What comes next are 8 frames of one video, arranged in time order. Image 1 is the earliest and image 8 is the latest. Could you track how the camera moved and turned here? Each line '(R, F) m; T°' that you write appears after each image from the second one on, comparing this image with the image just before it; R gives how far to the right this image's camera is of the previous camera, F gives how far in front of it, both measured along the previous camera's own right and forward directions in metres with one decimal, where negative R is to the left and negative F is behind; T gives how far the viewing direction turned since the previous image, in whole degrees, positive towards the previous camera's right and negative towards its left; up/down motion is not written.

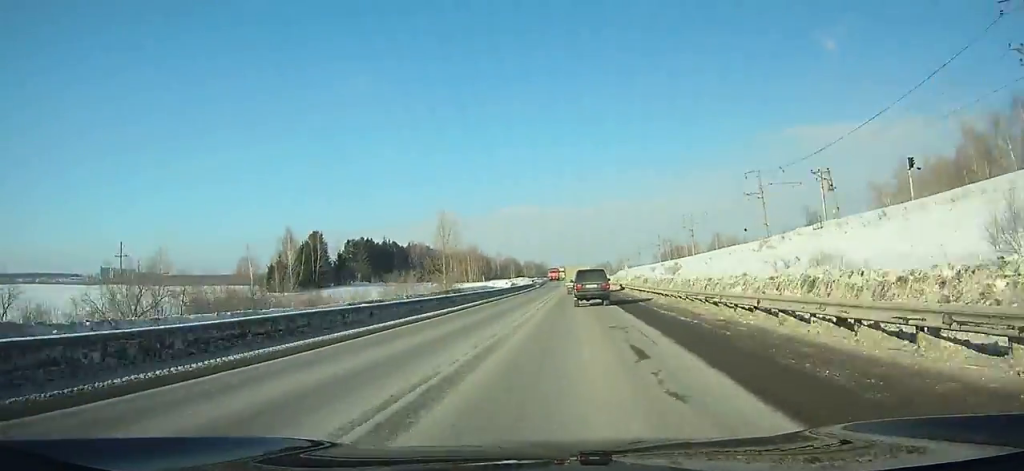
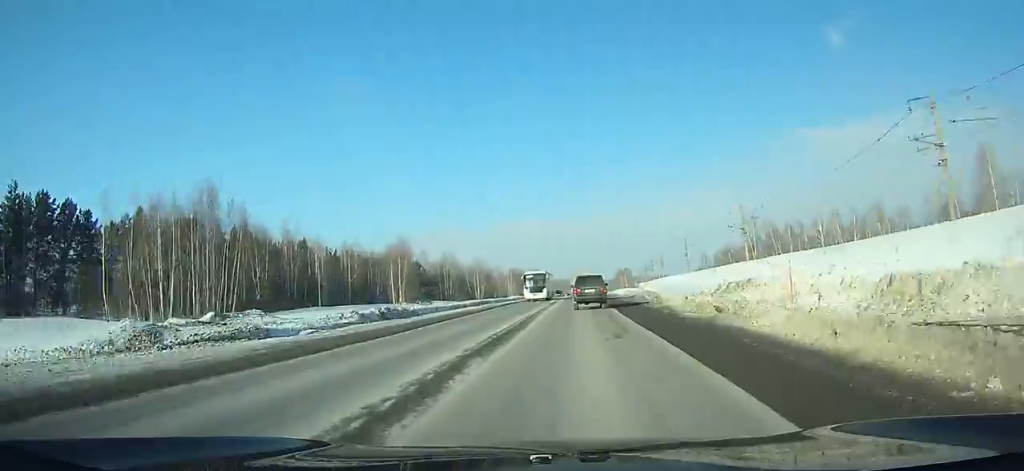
(-1.8, +146.2) m; -1°
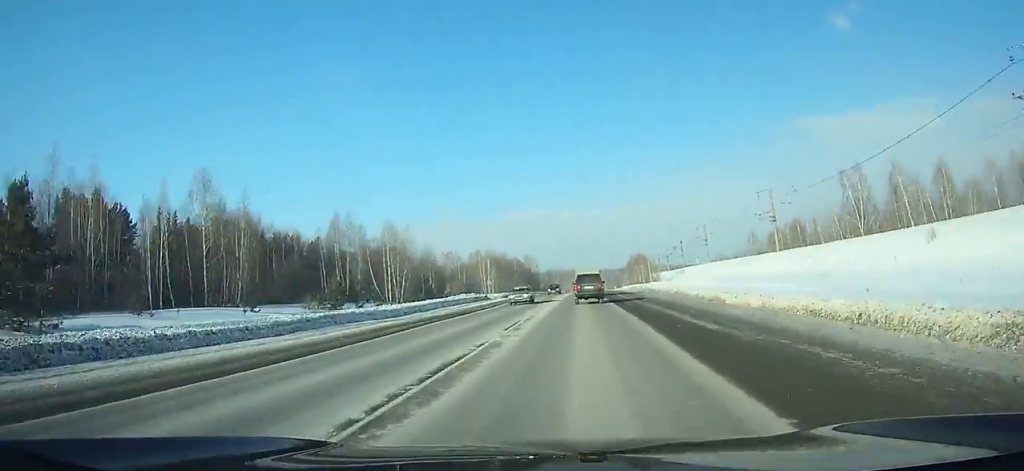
(-0.1, +68.1) m; 0°
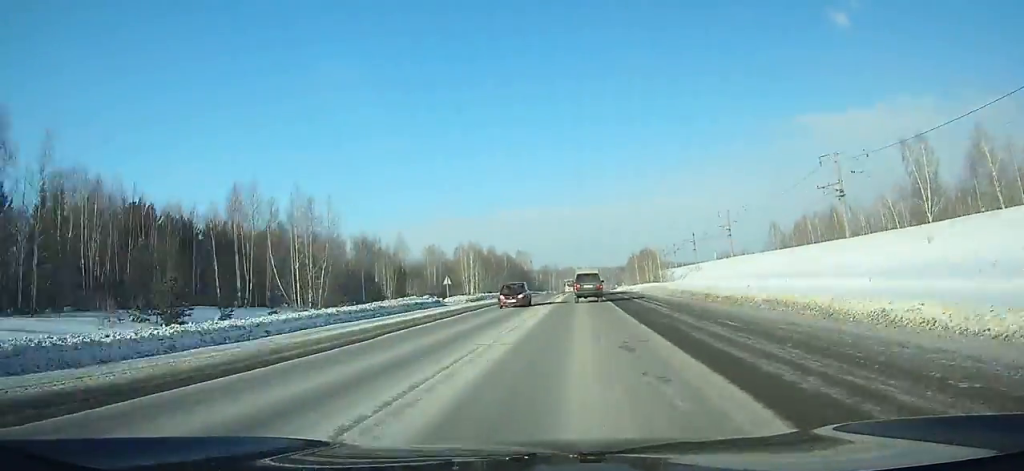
(0.0, +23.9) m; 0°
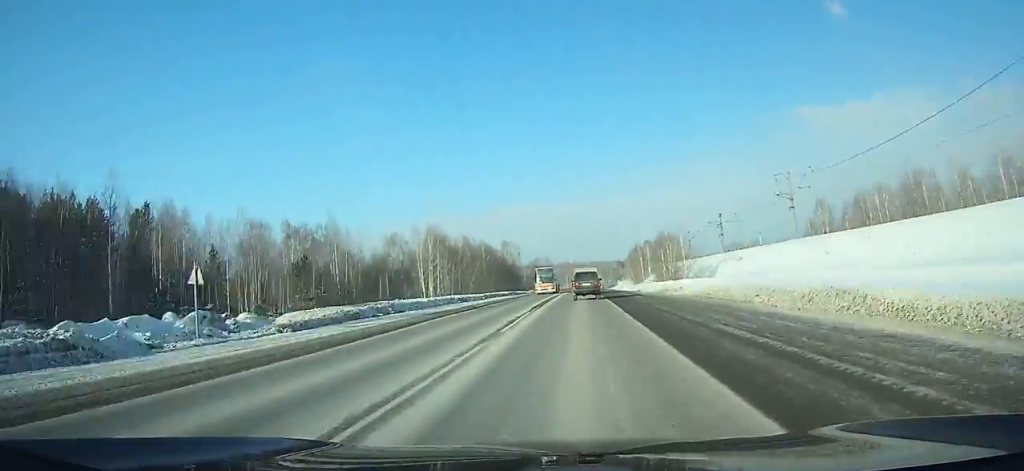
(0.0, +37.7) m; 0°
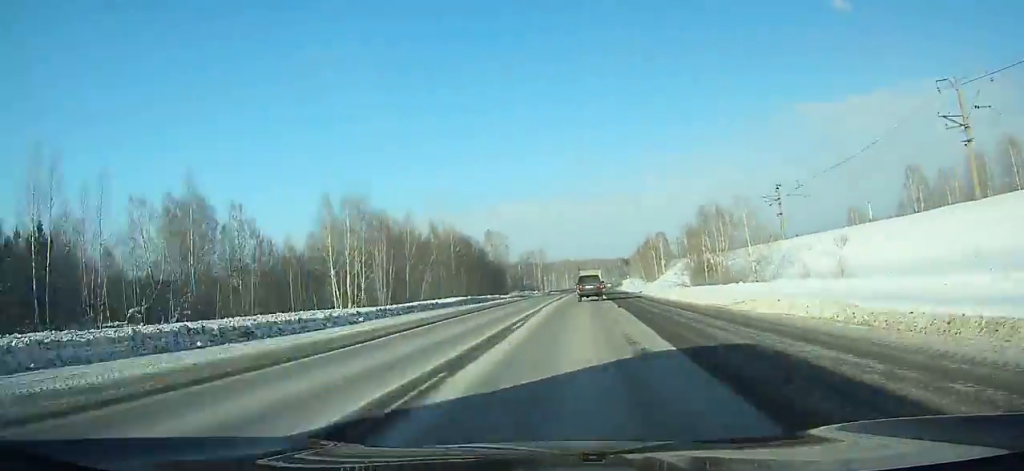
(0.0, +39.5) m; 0°
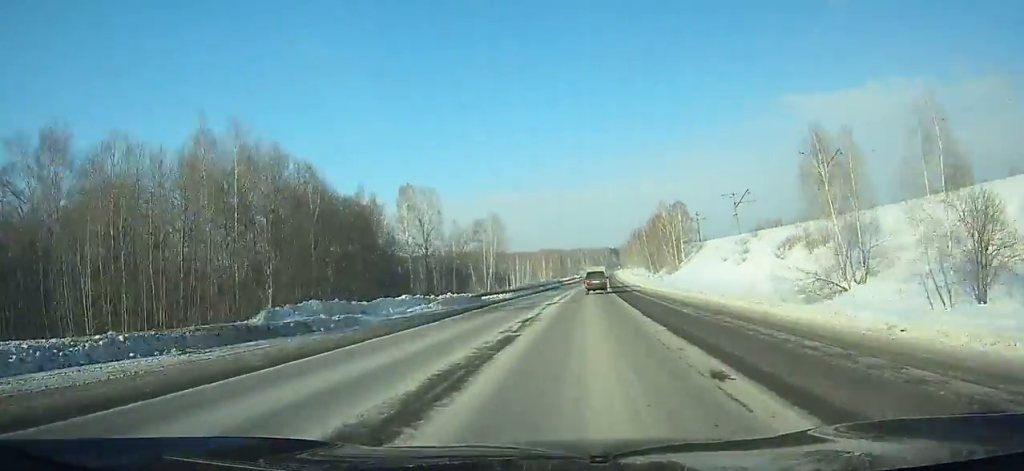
(+1.1, +73.4) m; +3°
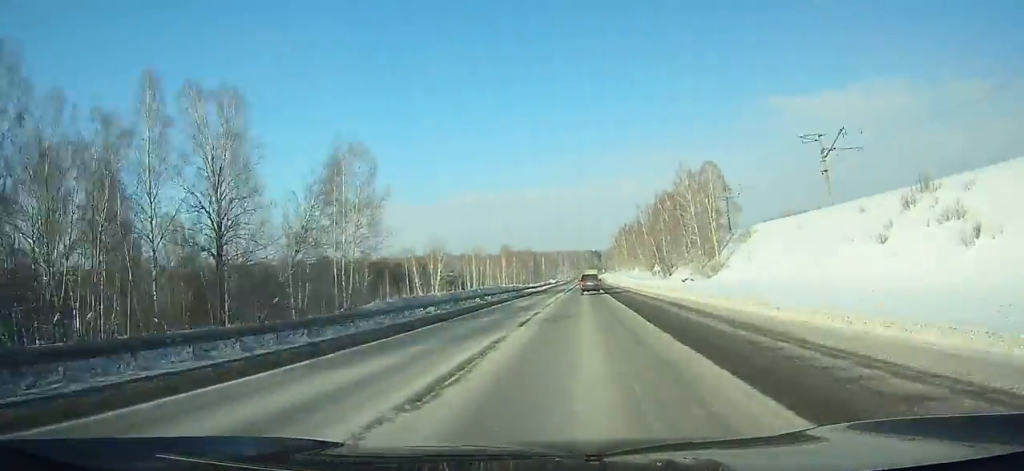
(+1.8, +58.8) m; 0°
